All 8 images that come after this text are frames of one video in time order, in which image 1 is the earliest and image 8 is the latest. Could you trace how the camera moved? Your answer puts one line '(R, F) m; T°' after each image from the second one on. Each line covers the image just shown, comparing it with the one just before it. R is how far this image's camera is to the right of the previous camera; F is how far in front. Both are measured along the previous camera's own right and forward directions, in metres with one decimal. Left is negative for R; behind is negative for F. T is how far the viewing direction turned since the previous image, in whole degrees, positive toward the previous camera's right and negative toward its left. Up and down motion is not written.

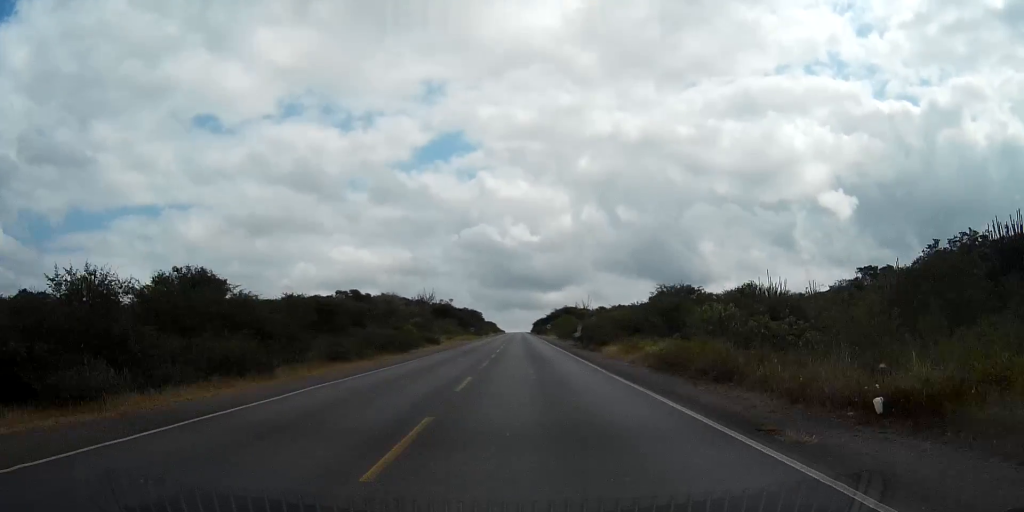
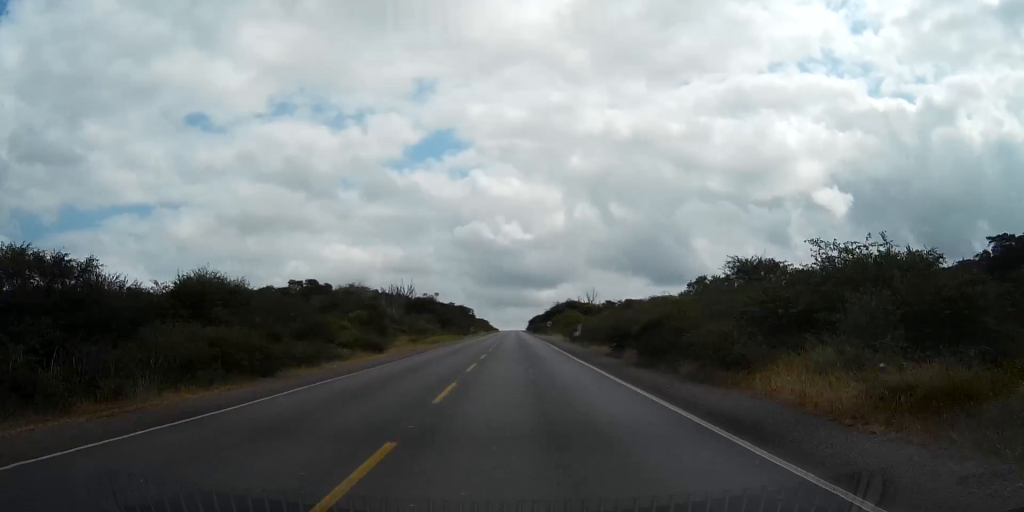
(0.0, +26.2) m; 0°
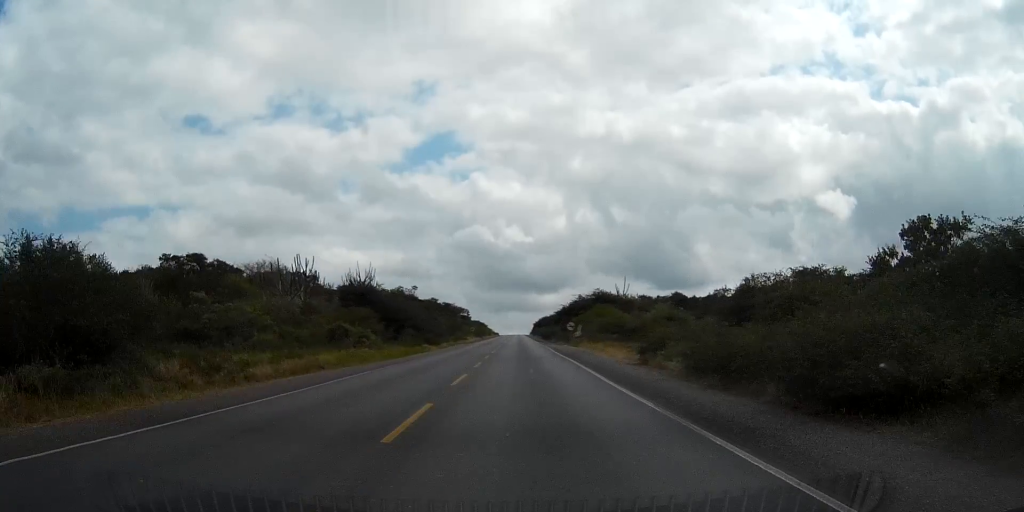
(0.0, +43.6) m; 0°
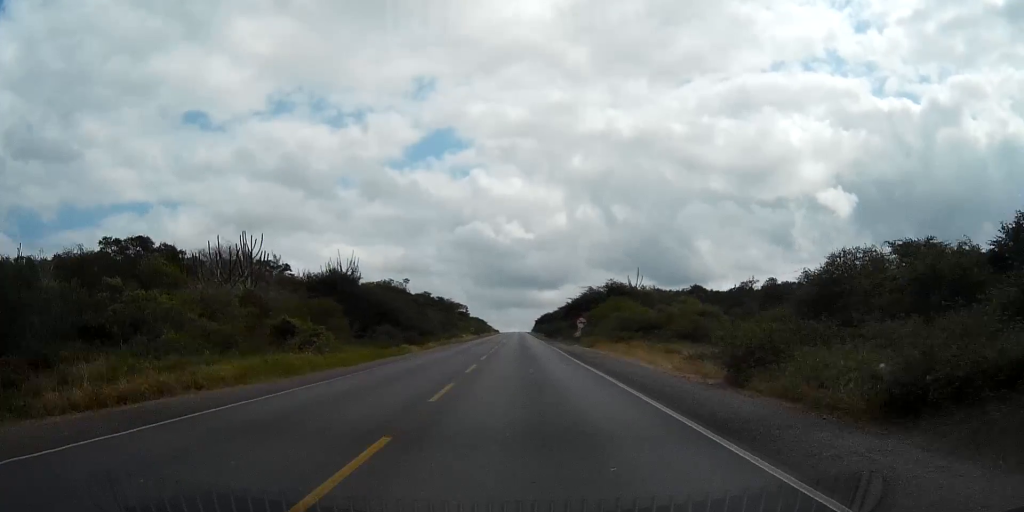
(0.0, +11.9) m; 0°
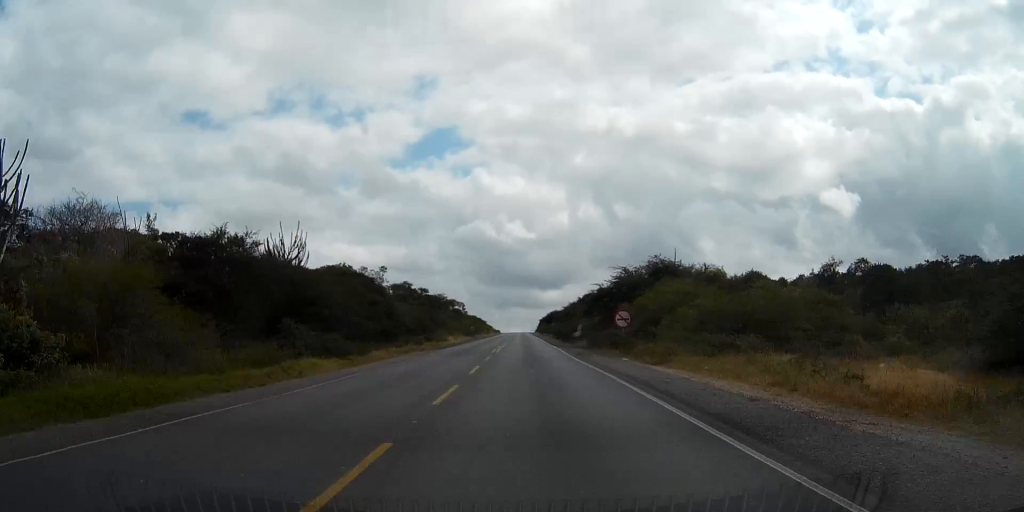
(0.0, +24.3) m; 0°
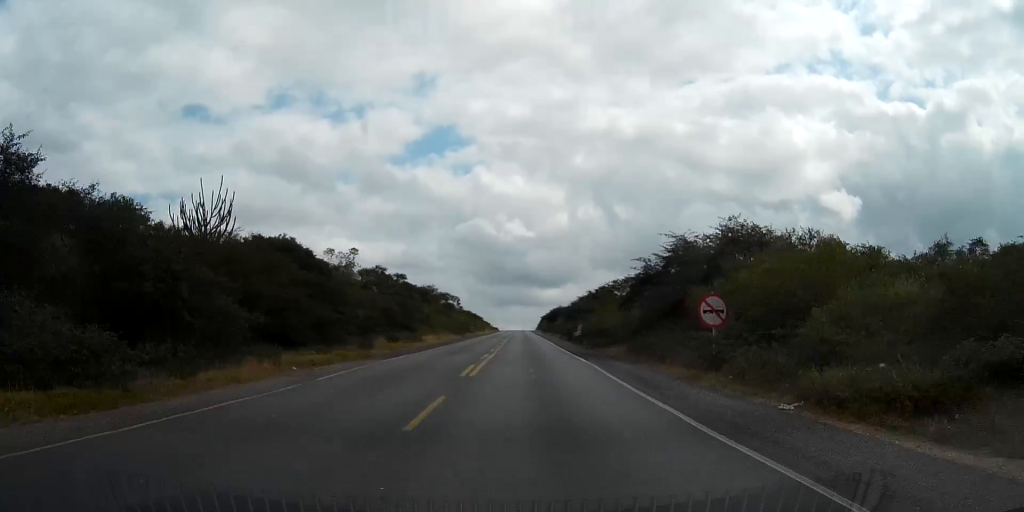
(0.0, +19.1) m; 0°
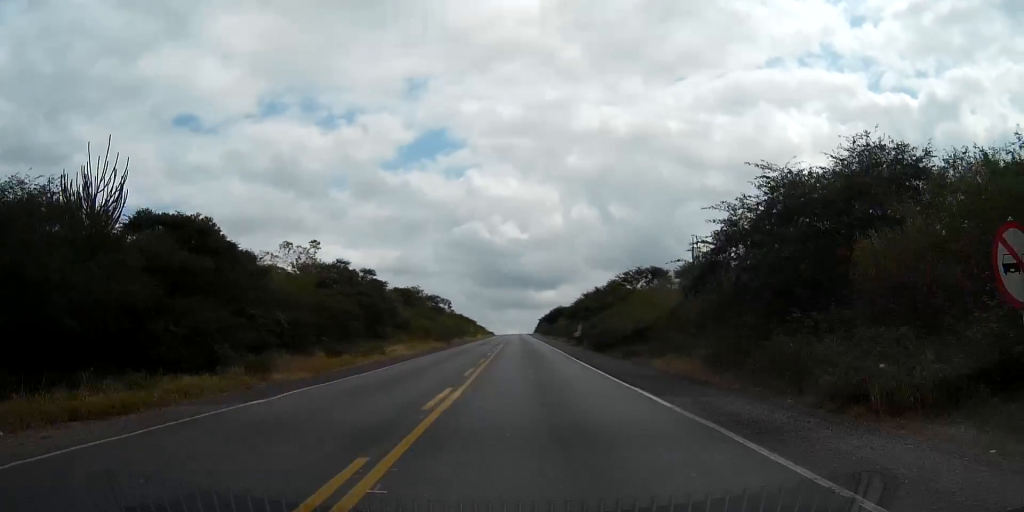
(0.0, +14.7) m; 0°
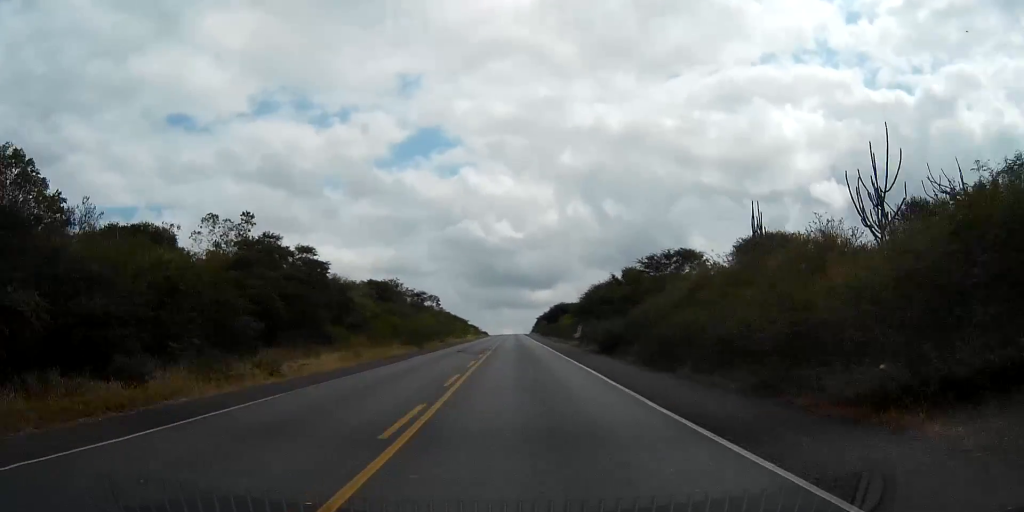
(0.0, +17.9) m; 0°
